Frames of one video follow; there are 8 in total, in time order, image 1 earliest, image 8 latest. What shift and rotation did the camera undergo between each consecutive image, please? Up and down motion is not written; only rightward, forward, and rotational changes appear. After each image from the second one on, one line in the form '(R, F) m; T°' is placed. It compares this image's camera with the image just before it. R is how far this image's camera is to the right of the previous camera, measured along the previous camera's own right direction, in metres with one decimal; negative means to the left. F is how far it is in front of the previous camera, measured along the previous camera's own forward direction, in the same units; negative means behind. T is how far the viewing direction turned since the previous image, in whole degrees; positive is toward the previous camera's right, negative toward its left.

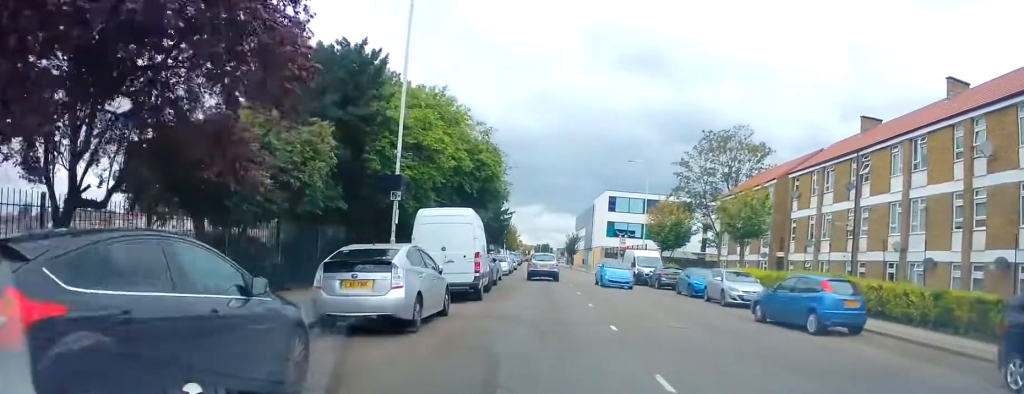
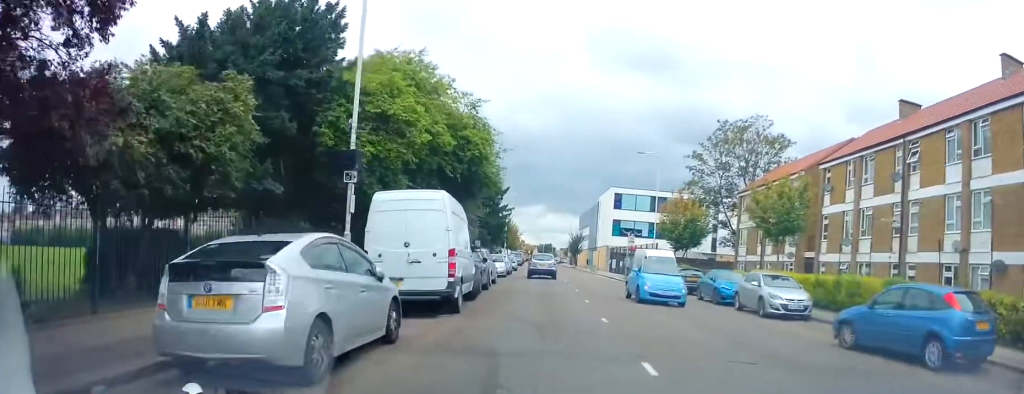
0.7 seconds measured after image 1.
(0.0, +4.2) m; 0°
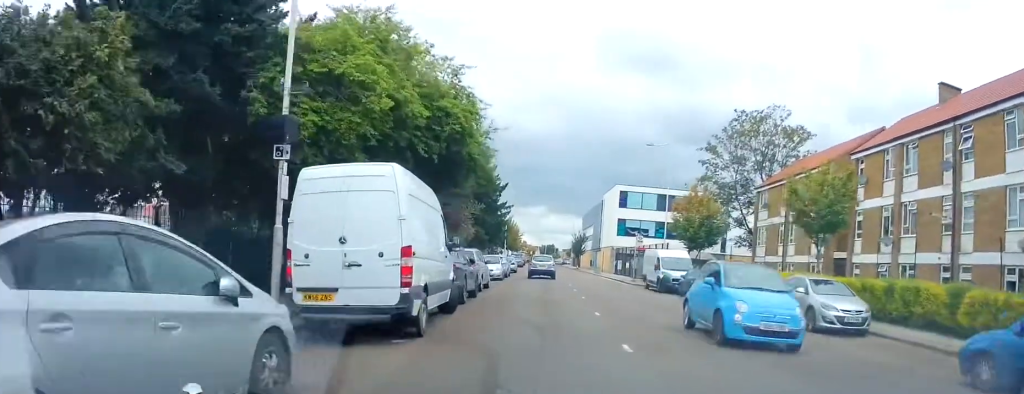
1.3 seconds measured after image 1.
(0.0, +3.7) m; 0°
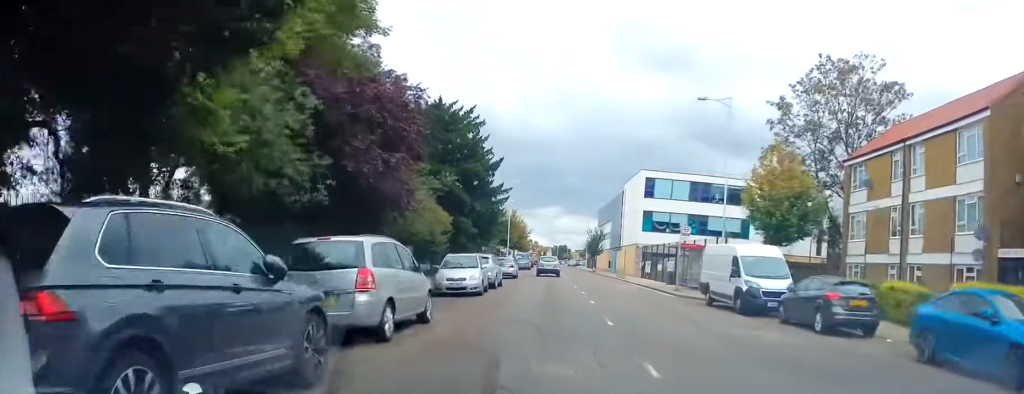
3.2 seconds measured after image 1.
(-0.3, +12.5) m; -4°
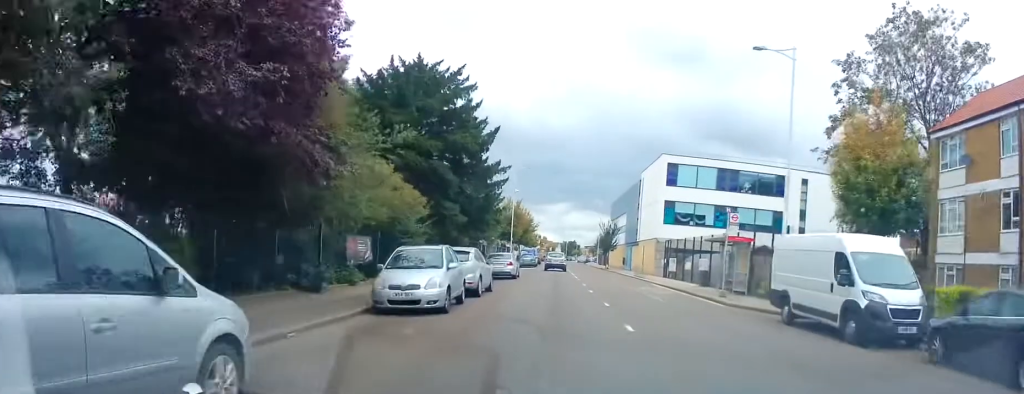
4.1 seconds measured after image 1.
(-0.3, +7.5) m; 0°
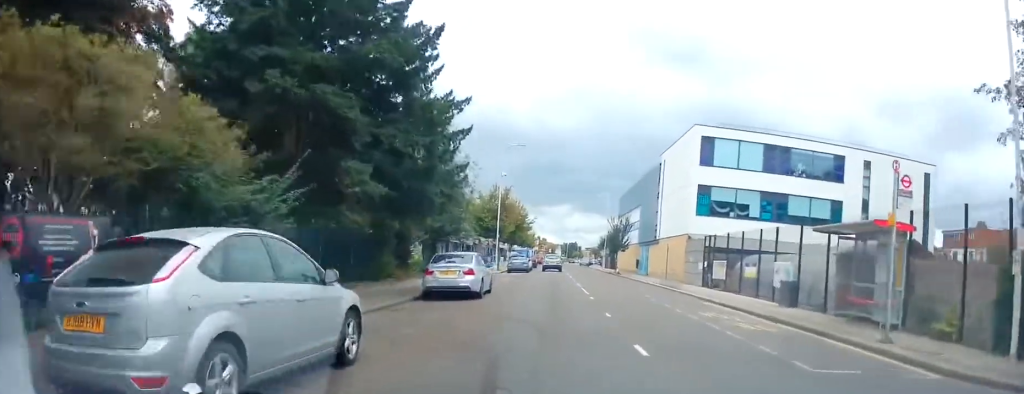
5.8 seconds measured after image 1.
(0.0, +13.6) m; 0°
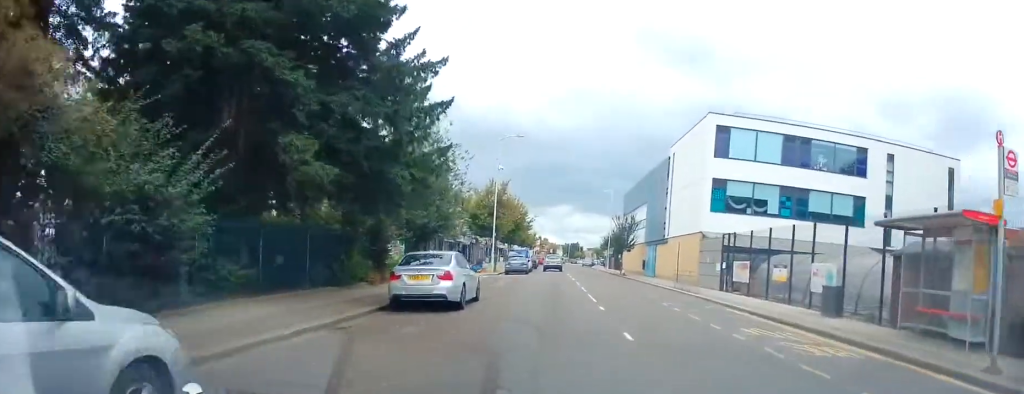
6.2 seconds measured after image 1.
(+0.1, +3.7) m; 0°
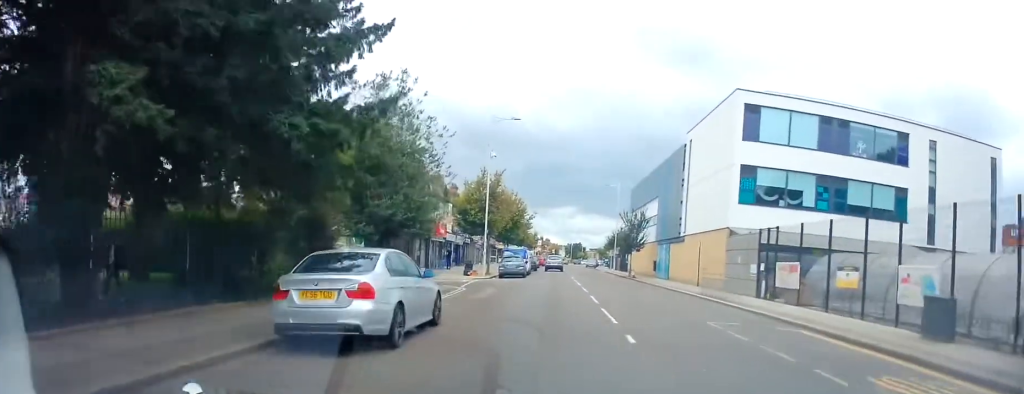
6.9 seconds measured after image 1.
(+0.4, +5.7) m; 0°
